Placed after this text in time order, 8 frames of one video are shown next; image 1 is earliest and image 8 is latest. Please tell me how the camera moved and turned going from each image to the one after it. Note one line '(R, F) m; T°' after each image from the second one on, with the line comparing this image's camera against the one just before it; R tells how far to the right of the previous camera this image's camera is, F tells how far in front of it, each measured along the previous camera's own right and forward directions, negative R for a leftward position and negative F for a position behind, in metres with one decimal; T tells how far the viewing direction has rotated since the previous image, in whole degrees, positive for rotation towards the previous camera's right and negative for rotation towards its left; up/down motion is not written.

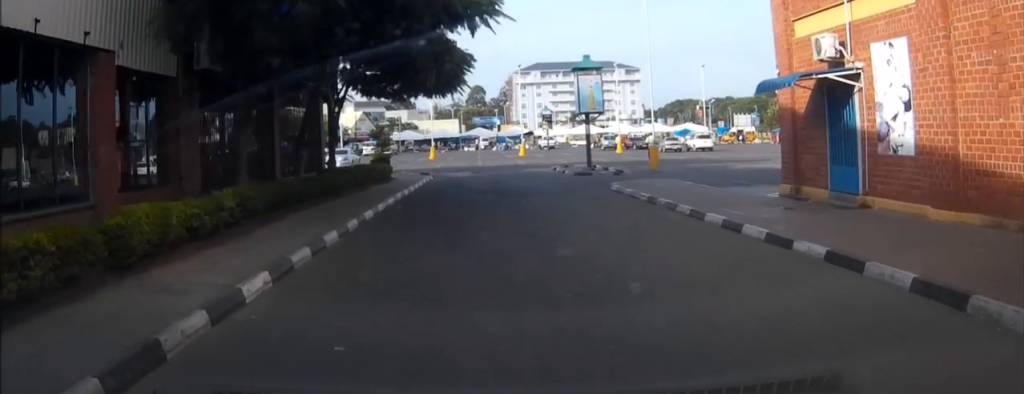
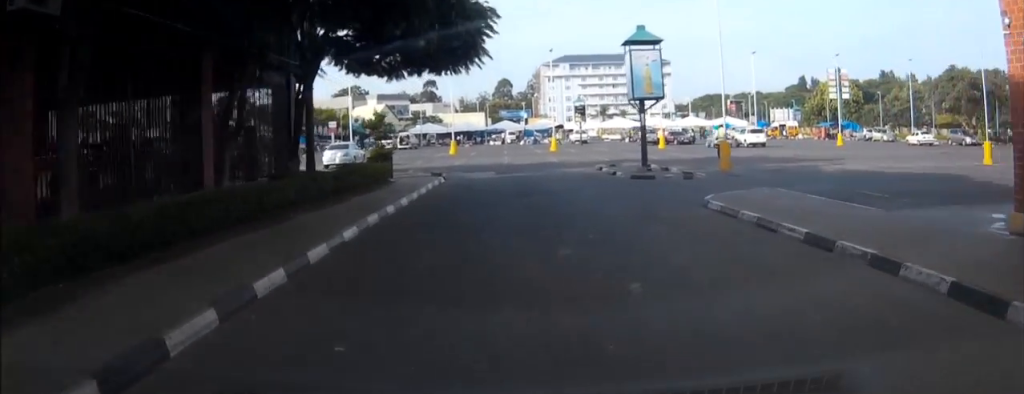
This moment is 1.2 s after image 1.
(+0.1, +6.7) m; +2°
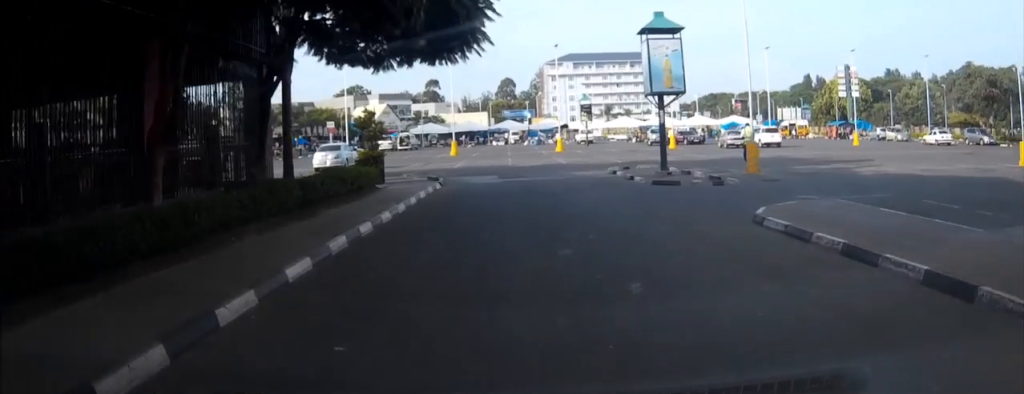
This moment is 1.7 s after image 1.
(0.0, +2.8) m; 0°
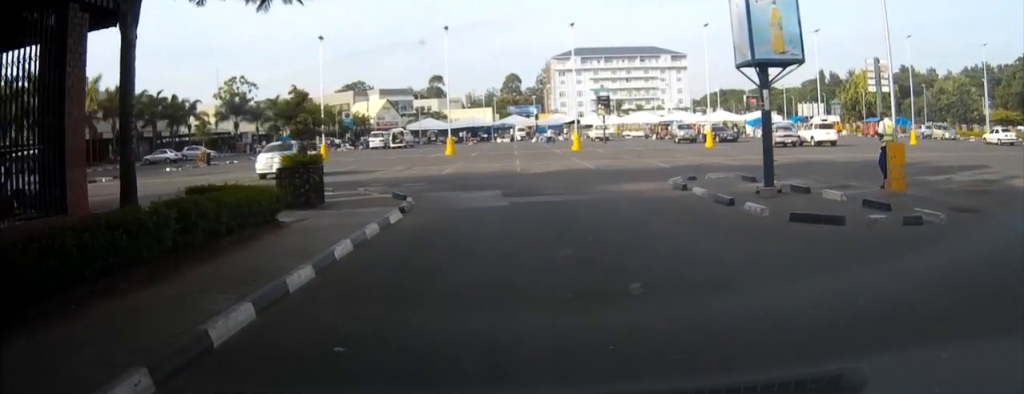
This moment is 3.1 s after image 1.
(+0.1, +10.0) m; -1°
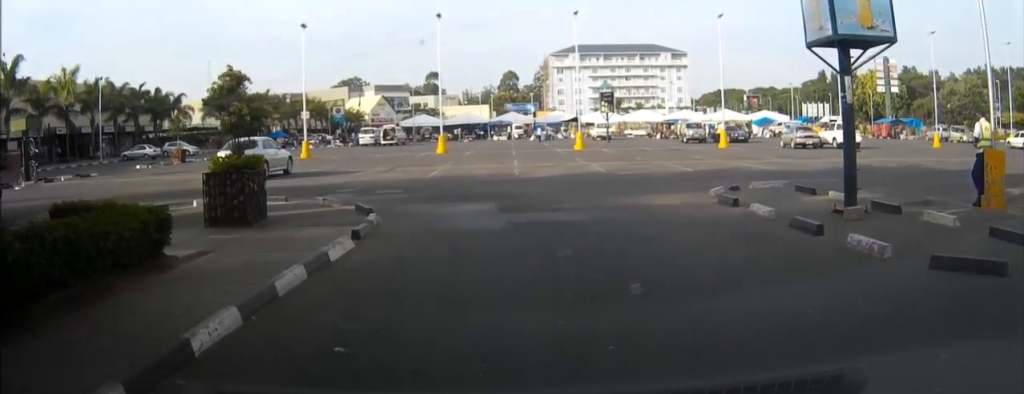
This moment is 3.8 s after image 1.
(-0.1, +4.1) m; 0°
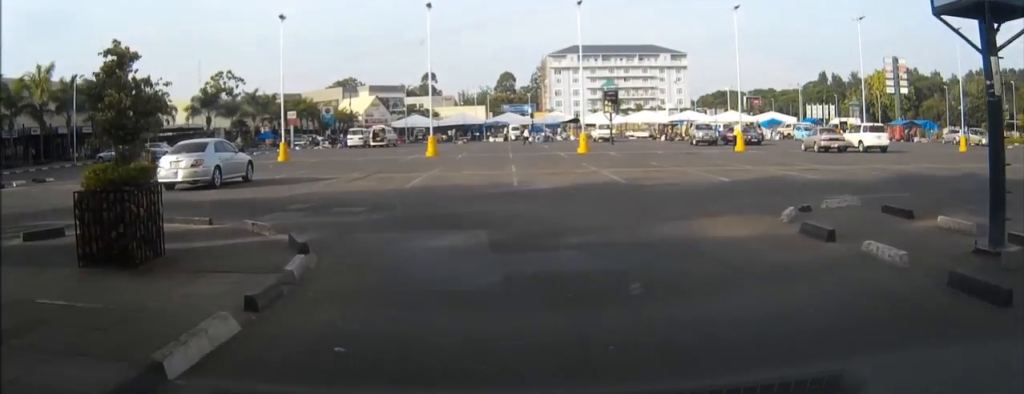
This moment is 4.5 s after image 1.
(-0.1, +4.3) m; 0°
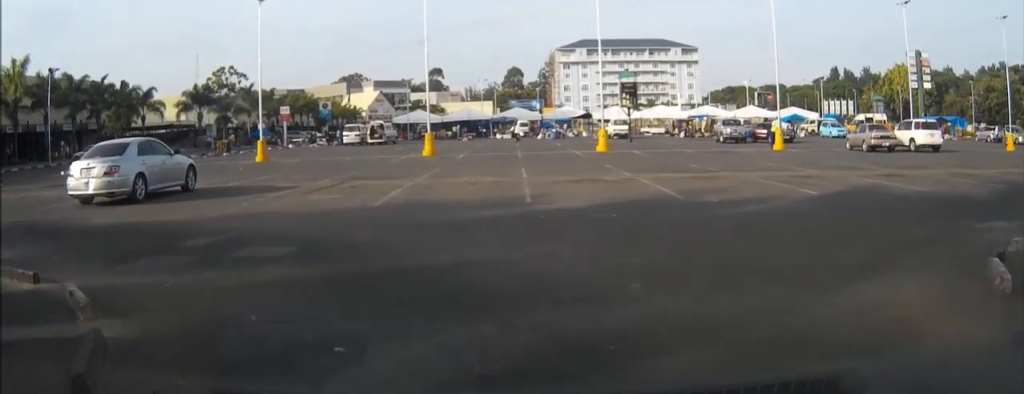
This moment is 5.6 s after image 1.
(+0.2, +5.9) m; +1°
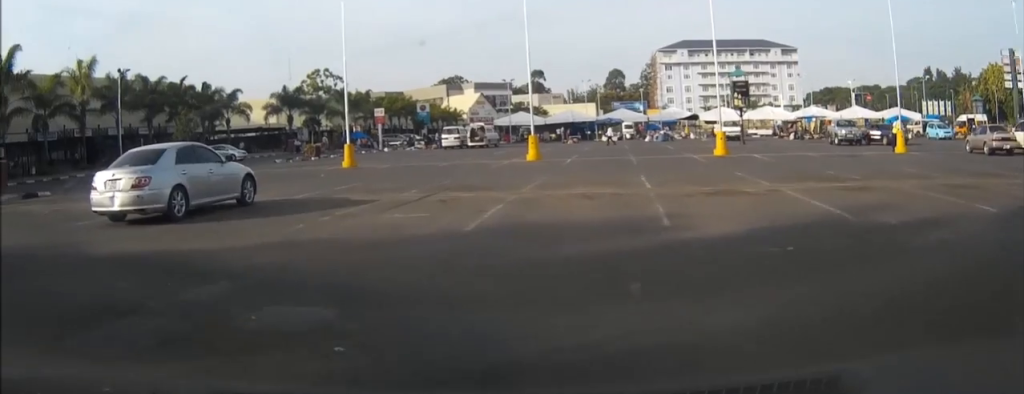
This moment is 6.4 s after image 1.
(+0.1, +3.6) m; -5°
